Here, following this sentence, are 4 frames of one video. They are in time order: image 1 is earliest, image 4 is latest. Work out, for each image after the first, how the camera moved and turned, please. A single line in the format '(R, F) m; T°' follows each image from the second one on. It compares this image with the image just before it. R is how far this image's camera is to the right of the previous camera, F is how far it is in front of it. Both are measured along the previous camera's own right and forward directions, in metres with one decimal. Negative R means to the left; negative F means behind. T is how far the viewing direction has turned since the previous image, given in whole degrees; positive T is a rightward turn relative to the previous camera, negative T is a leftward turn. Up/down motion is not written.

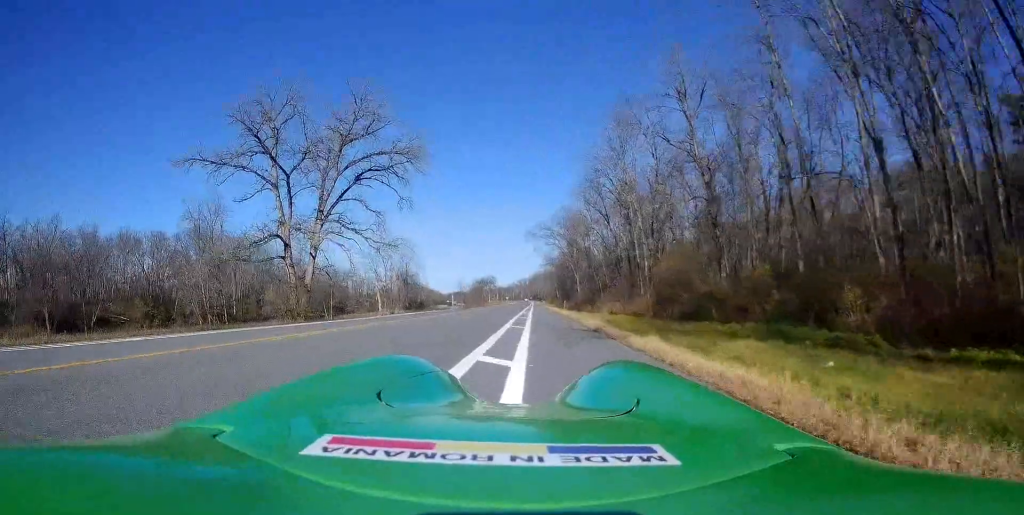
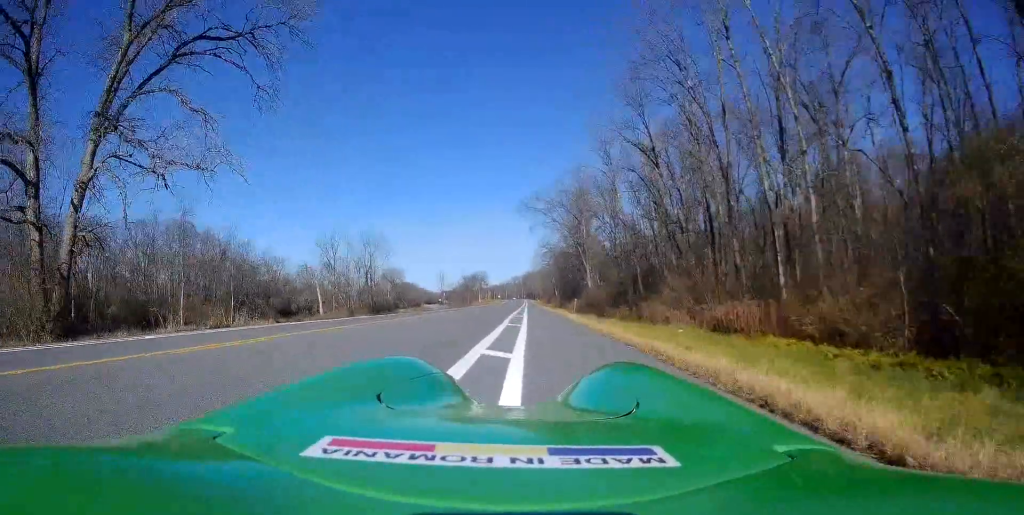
(+0.4, +27.5) m; 0°
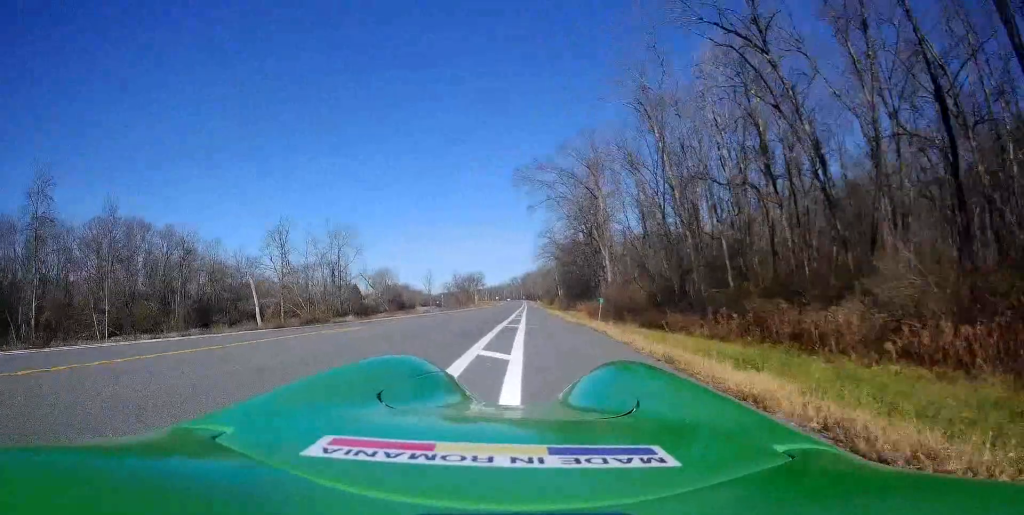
(+0.3, +18.4) m; +2°
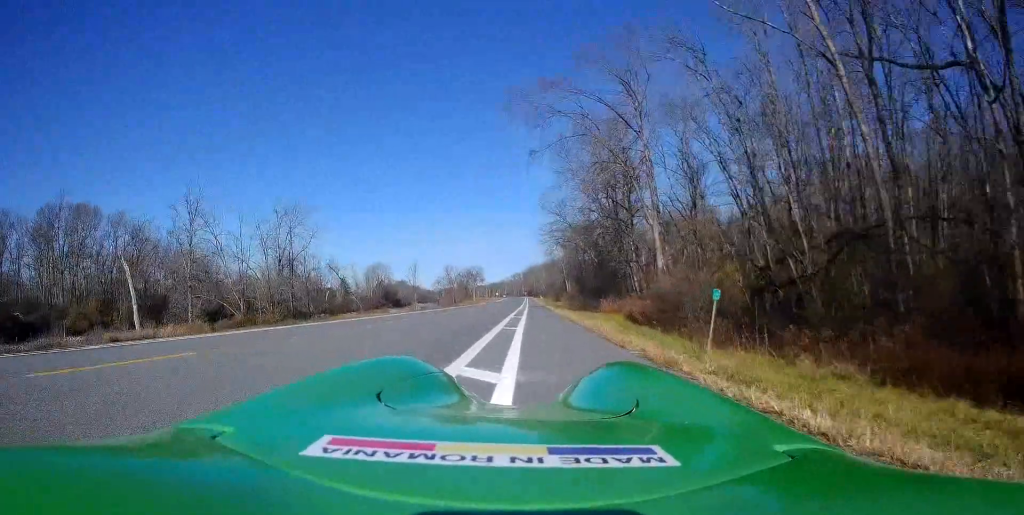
(0.0, +20.6) m; 0°
